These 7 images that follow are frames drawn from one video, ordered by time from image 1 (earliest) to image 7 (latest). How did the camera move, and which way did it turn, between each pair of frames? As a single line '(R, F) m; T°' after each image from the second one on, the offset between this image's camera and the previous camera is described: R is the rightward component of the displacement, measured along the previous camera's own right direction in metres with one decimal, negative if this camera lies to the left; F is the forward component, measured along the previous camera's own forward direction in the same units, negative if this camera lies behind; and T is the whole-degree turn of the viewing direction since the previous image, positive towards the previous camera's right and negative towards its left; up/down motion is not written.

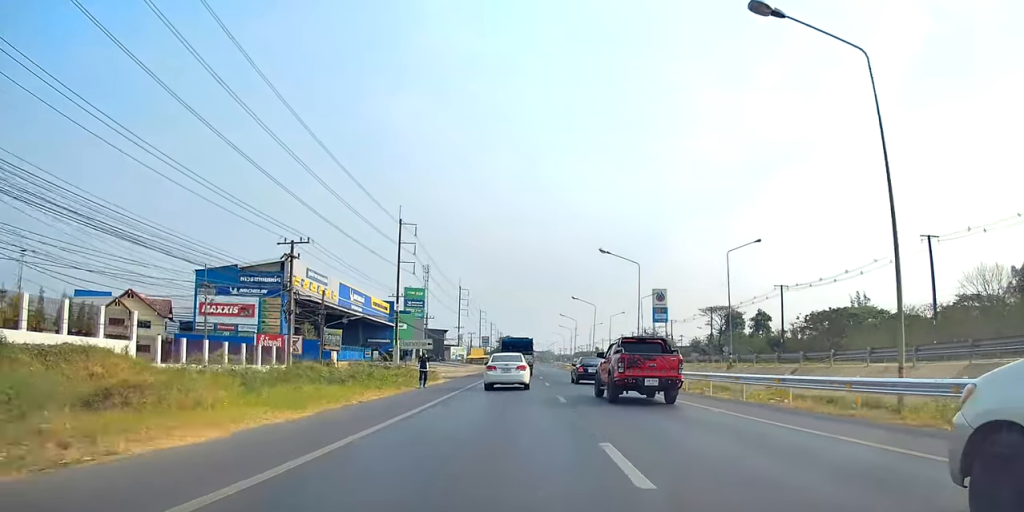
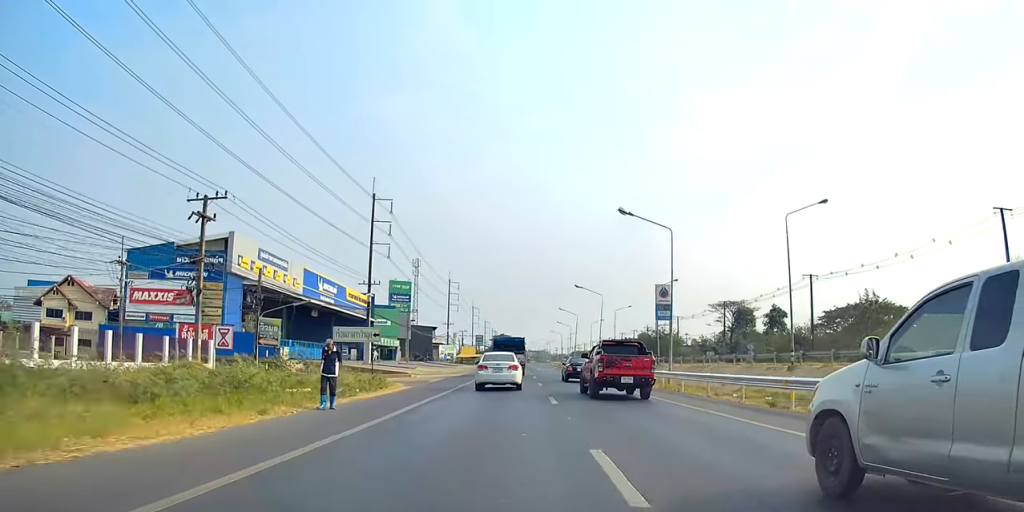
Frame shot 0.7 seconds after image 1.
(+0.1, +12.4) m; +1°
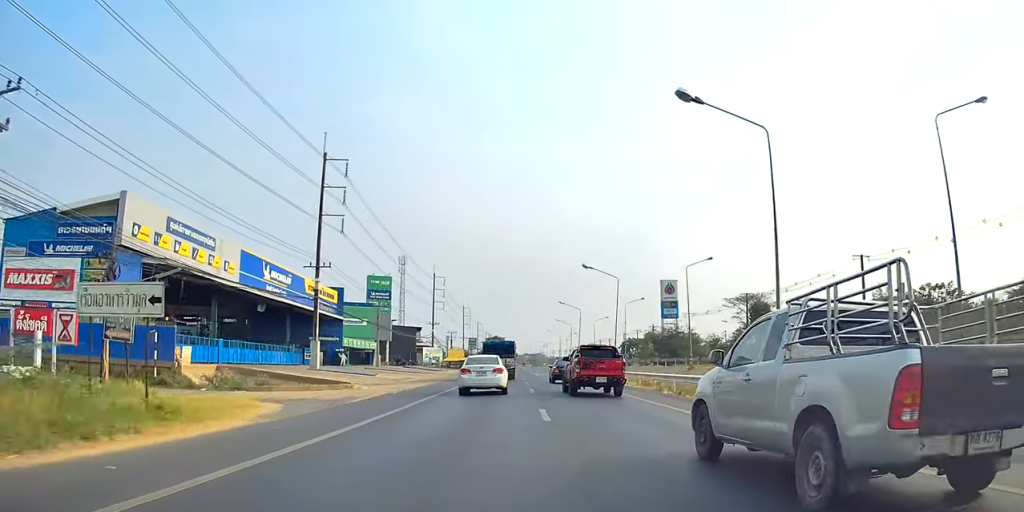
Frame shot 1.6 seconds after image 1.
(0.0, +16.8) m; 0°
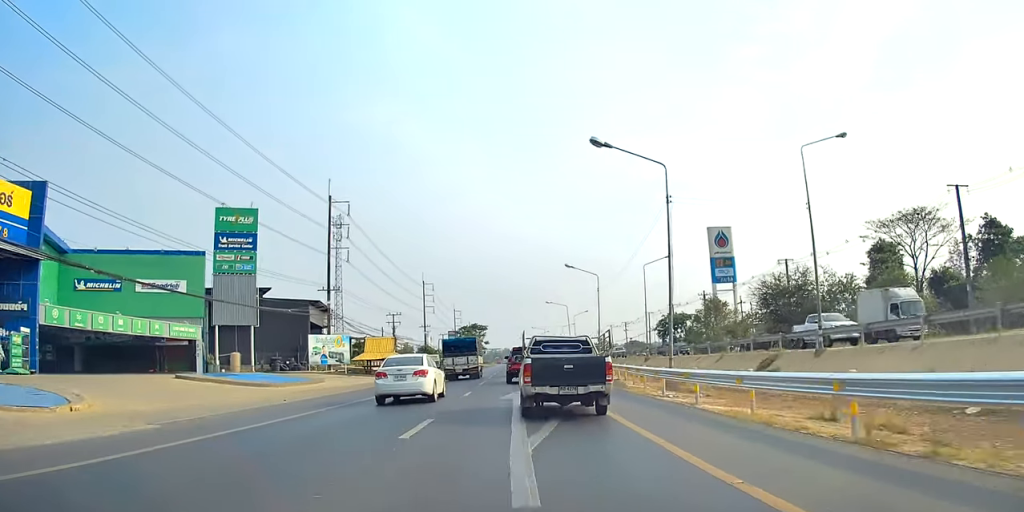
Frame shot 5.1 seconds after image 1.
(+1.8, +62.9) m; 0°
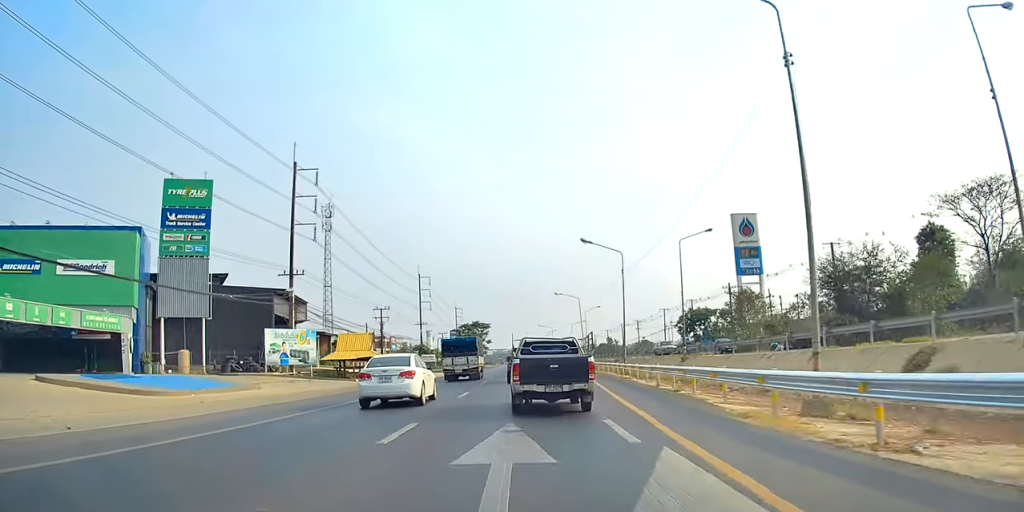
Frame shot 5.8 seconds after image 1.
(-0.3, +12.9) m; 0°
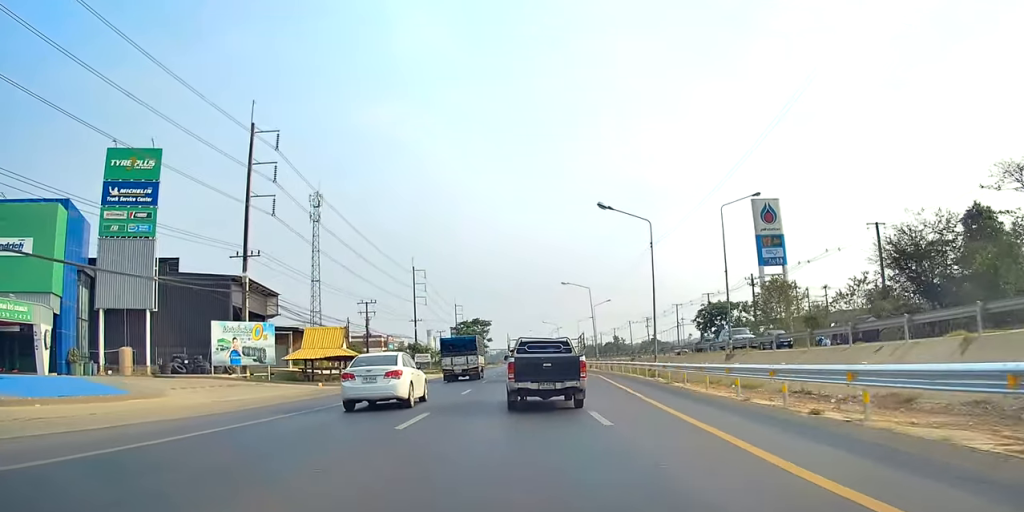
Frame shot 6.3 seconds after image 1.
(+0.3, +10.6) m; +1°
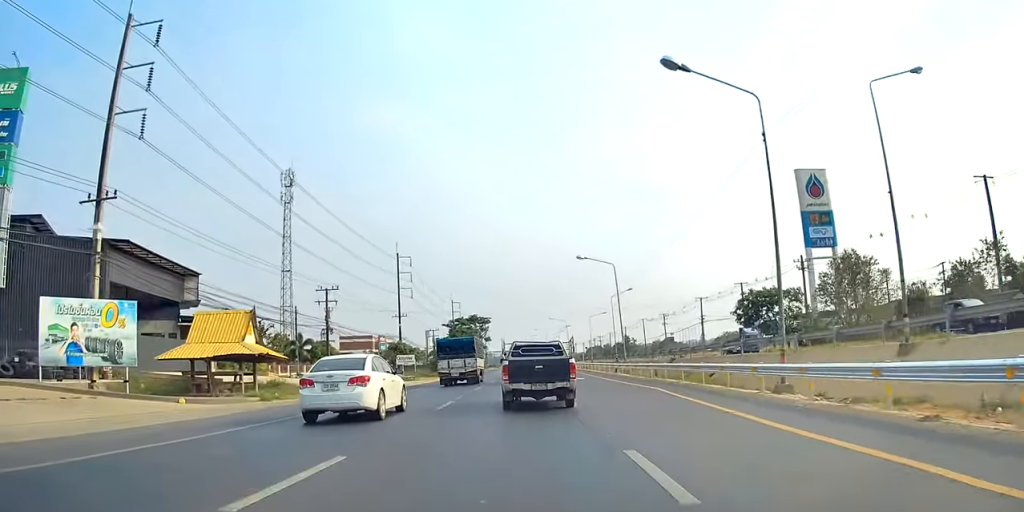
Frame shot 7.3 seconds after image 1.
(+0.1, +18.2) m; 0°
